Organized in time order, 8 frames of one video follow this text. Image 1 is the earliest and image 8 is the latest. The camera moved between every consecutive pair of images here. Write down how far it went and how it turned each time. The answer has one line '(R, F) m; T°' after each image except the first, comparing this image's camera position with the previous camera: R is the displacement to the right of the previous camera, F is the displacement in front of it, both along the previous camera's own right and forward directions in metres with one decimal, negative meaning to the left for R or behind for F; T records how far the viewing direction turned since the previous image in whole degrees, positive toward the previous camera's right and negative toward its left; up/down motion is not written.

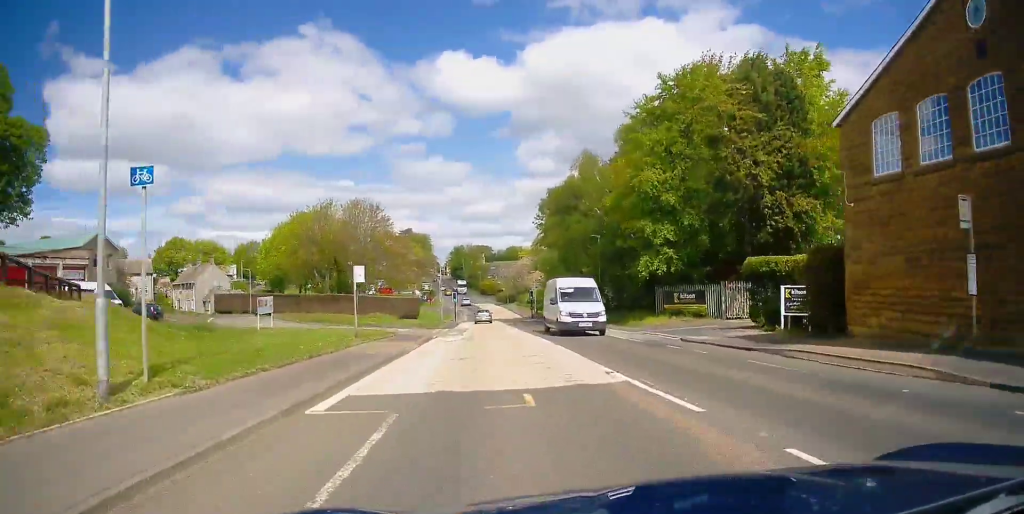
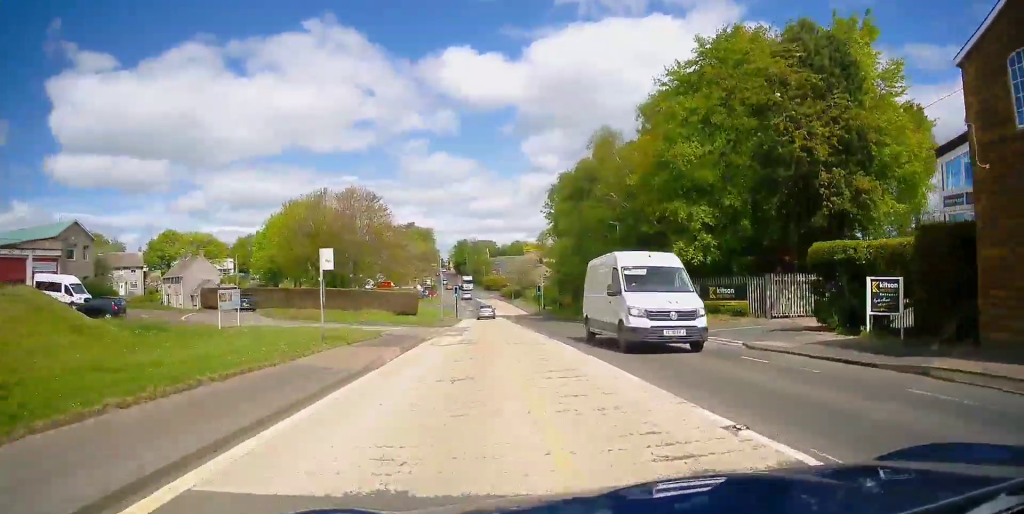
(0.0, +5.2) m; 0°
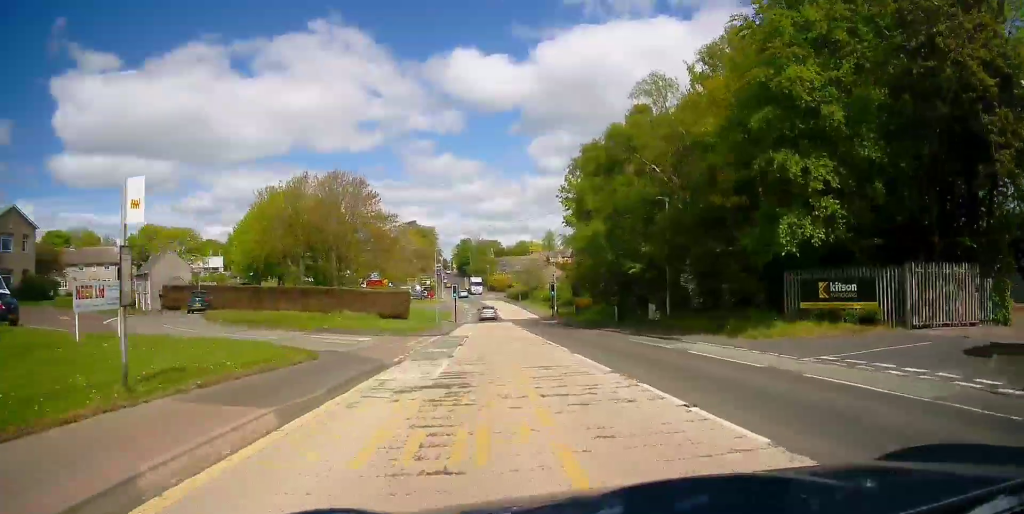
(+0.1, +10.5) m; 0°
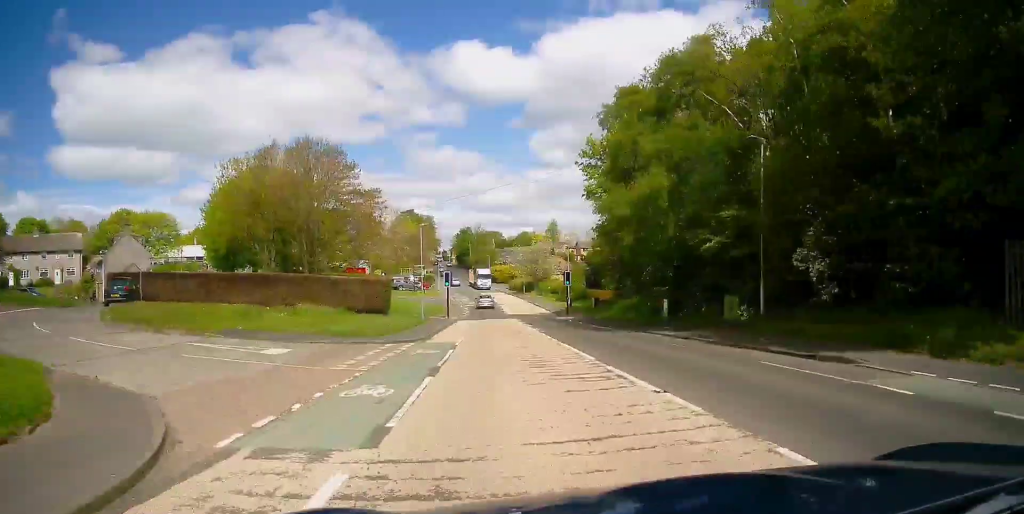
(-0.1, +10.7) m; -1°
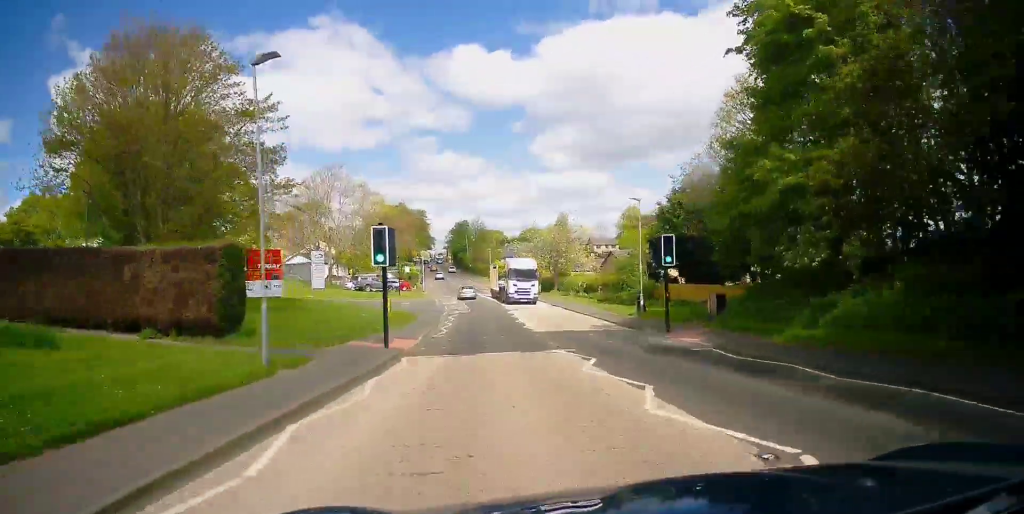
(-0.3, +27.7) m; -1°
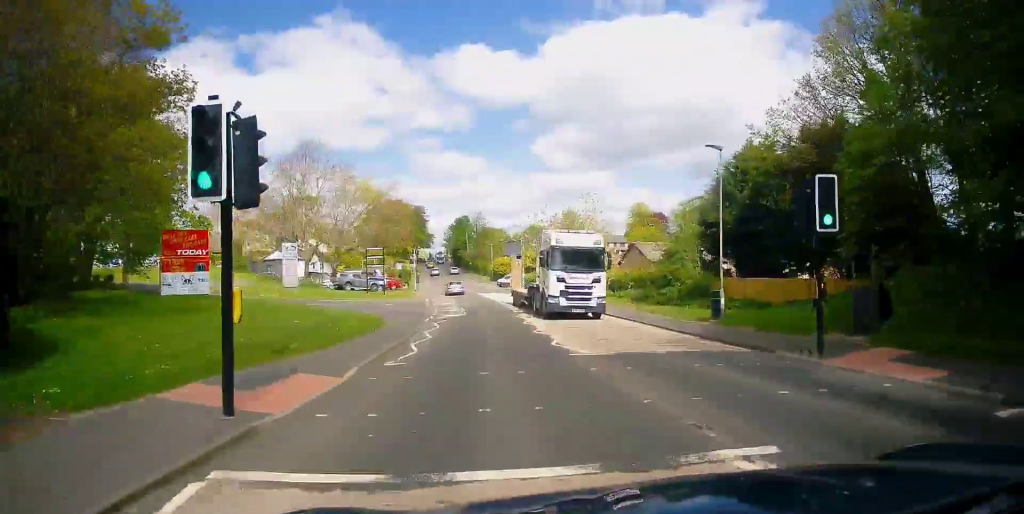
(+0.1, +10.9) m; 0°
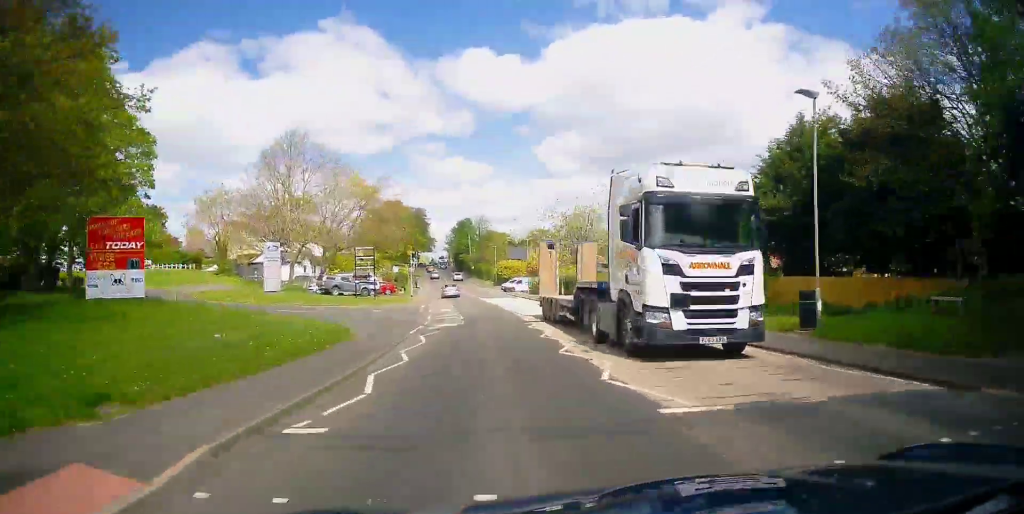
(0.0, +6.0) m; -1°
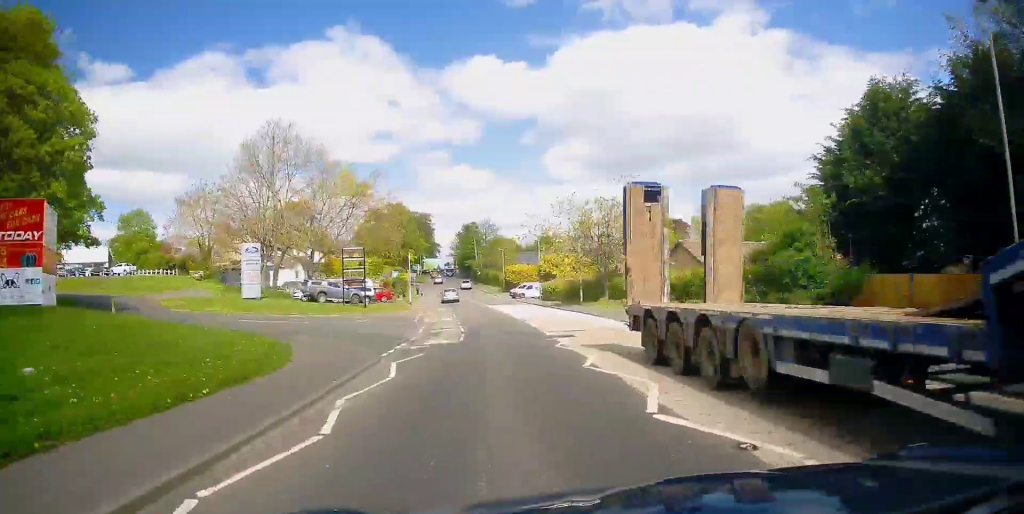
(0.0, +6.9) m; -1°
